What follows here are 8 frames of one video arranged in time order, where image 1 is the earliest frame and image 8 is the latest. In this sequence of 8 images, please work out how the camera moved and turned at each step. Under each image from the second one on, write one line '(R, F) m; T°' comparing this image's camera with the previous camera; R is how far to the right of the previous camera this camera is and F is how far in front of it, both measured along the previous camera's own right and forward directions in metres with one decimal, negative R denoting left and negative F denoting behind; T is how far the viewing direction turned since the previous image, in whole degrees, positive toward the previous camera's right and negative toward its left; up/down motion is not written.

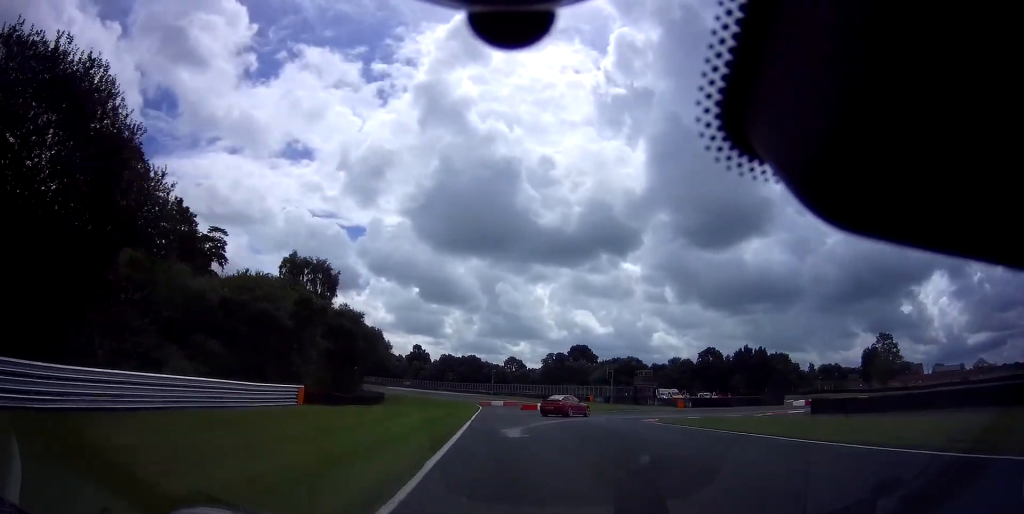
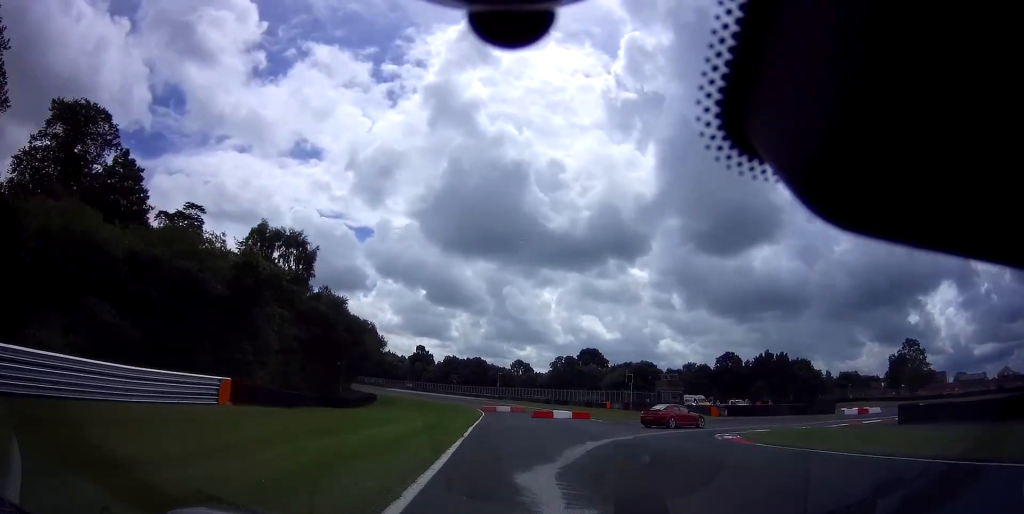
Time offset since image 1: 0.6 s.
(0.0, +9.6) m; +3°
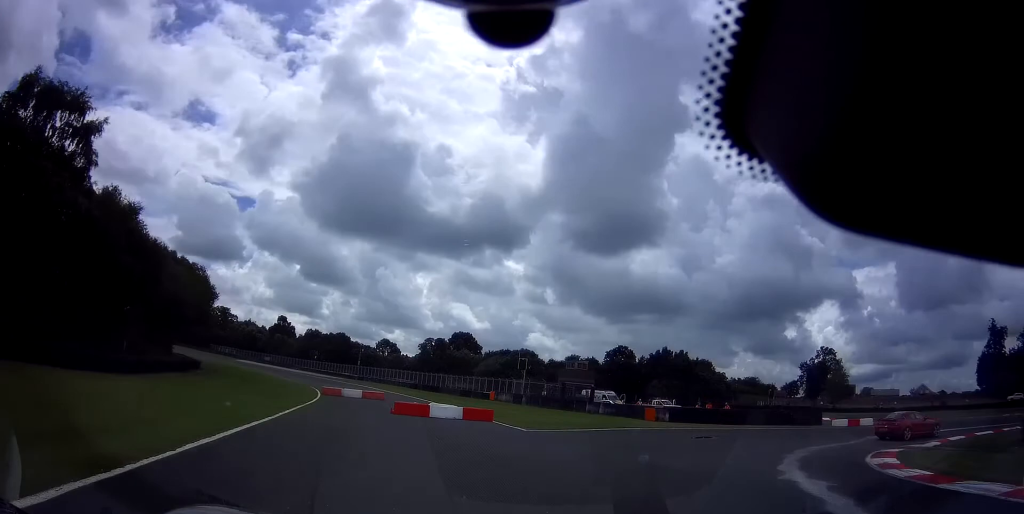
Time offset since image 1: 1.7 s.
(+1.5, +16.9) m; +20°
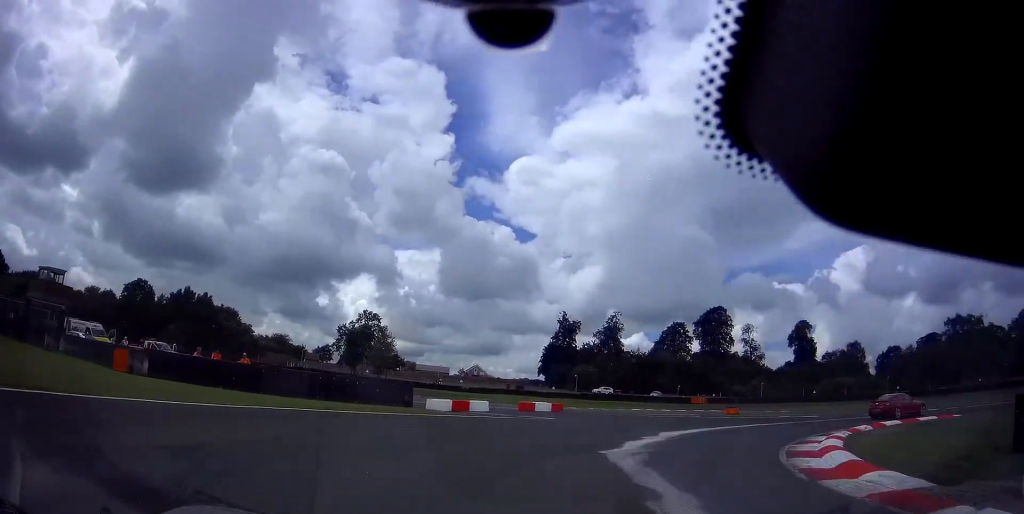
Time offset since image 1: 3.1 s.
(+5.4, +16.2) m; +48°
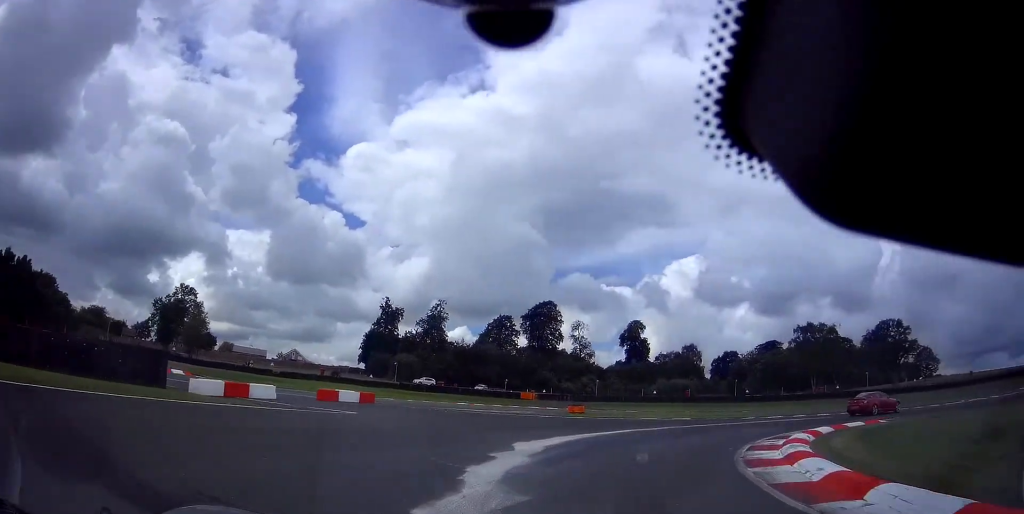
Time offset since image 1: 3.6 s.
(+1.7, +5.9) m; +20°
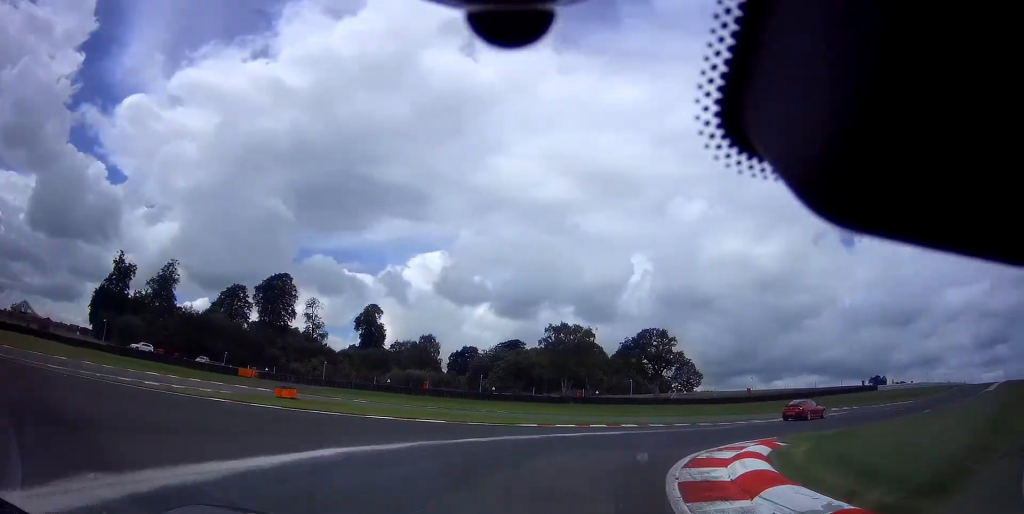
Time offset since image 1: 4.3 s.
(+1.8, +9.1) m; +28°
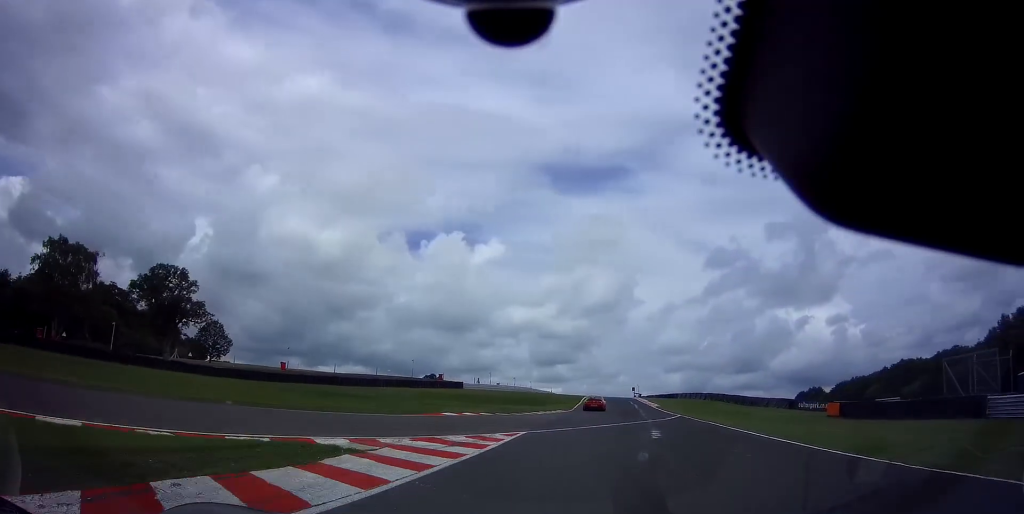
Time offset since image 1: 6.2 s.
(+12.9, +25.6) m; +43°
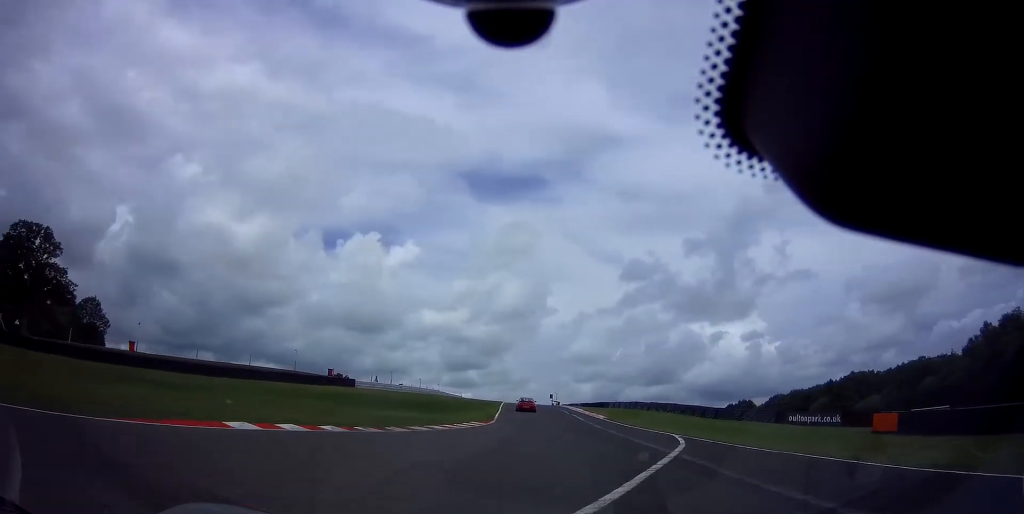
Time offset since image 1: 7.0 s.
(+1.5, +15.0) m; +7°
